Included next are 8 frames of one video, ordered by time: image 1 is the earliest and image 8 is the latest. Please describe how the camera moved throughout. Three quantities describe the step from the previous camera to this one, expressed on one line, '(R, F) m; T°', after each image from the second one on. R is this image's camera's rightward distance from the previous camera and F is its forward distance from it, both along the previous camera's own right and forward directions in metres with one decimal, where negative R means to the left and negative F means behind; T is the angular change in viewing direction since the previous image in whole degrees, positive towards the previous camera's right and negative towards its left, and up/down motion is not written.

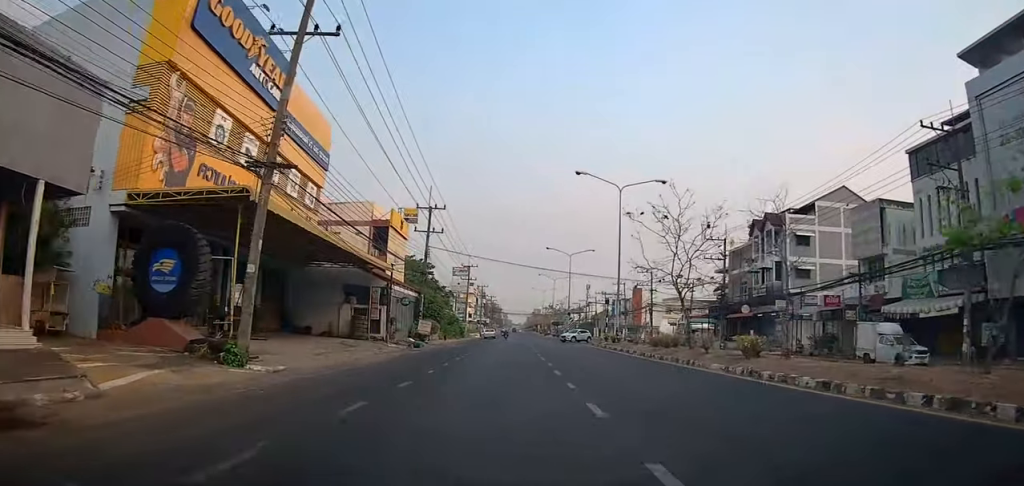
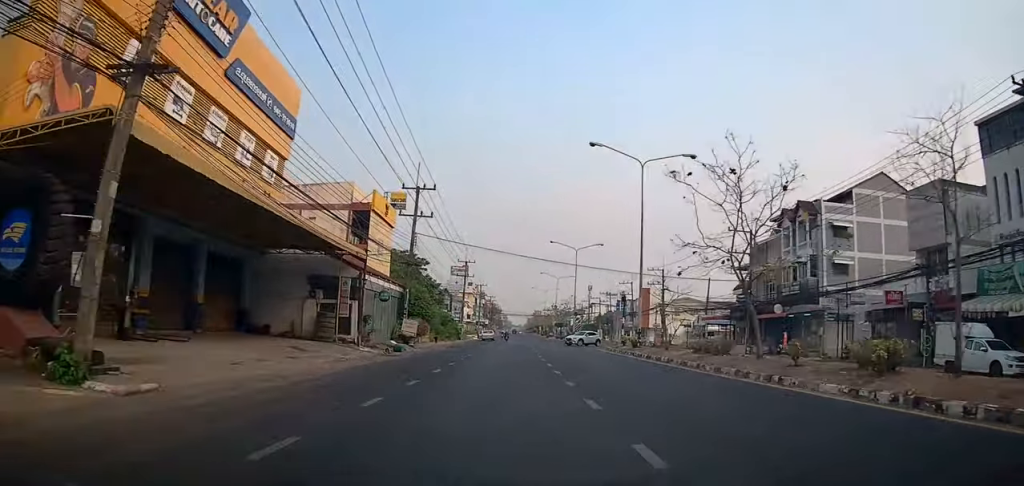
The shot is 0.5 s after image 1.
(0.0, +7.0) m; -2°
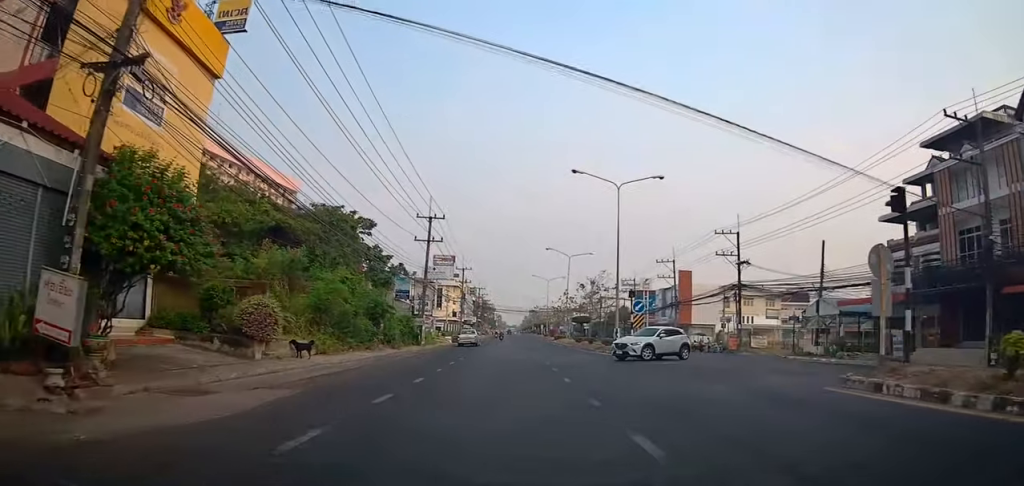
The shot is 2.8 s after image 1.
(-0.5, +31.6) m; -1°
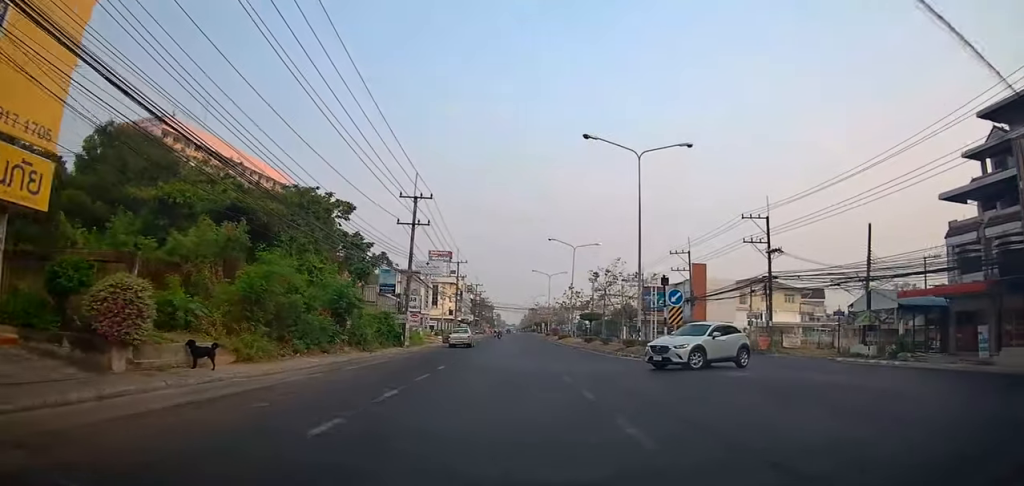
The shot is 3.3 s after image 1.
(-0.2, +7.3) m; 0°
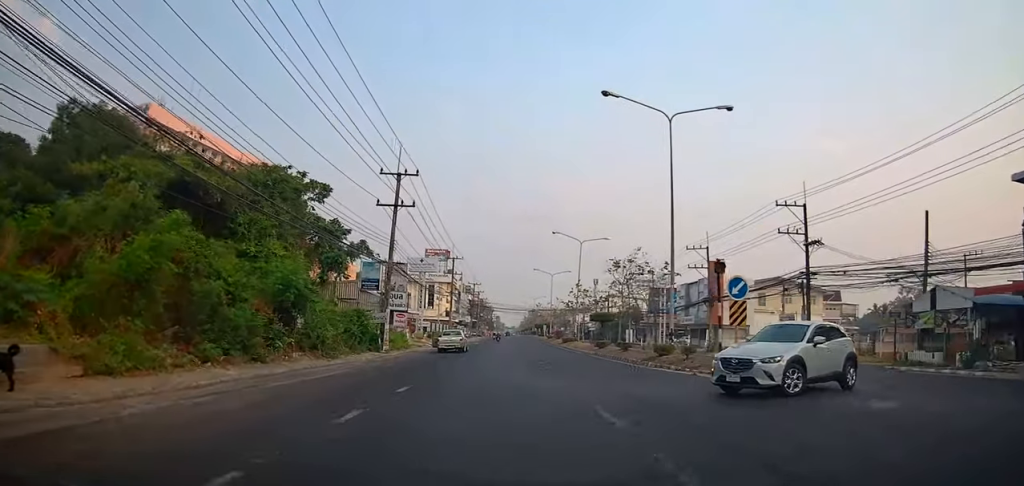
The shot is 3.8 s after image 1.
(-0.4, +6.8) m; 0°
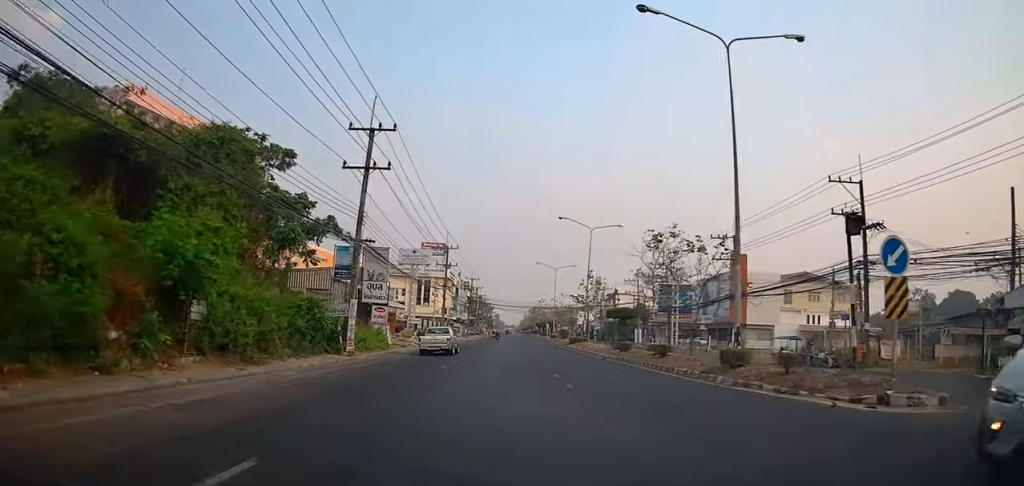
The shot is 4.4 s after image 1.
(+0.2, +7.8) m; 0°
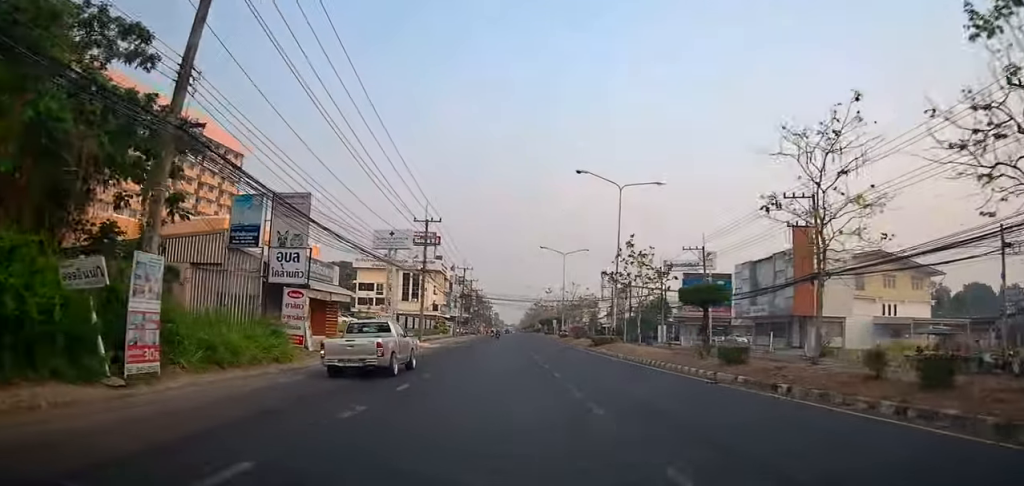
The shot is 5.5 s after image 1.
(+0.1, +16.2) m; -2°
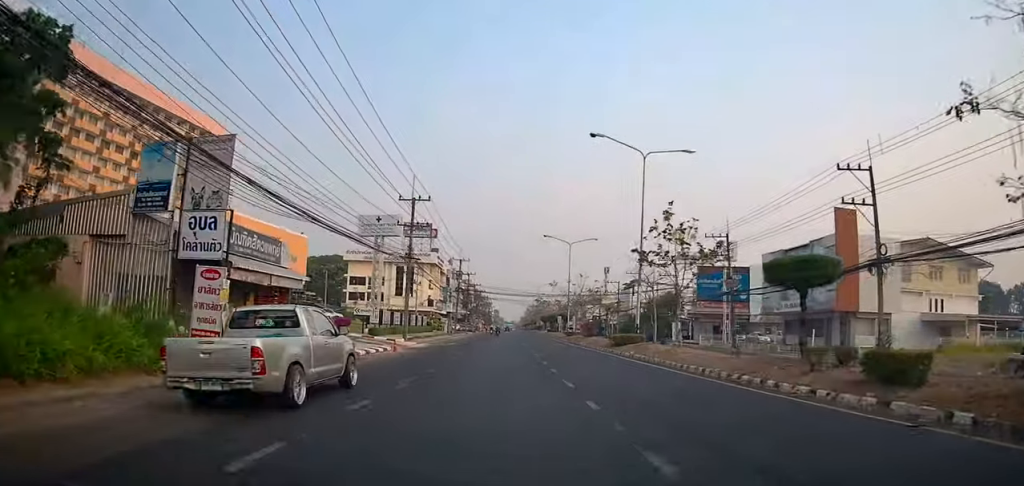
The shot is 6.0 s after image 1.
(-0.2, +7.4) m; -1°
